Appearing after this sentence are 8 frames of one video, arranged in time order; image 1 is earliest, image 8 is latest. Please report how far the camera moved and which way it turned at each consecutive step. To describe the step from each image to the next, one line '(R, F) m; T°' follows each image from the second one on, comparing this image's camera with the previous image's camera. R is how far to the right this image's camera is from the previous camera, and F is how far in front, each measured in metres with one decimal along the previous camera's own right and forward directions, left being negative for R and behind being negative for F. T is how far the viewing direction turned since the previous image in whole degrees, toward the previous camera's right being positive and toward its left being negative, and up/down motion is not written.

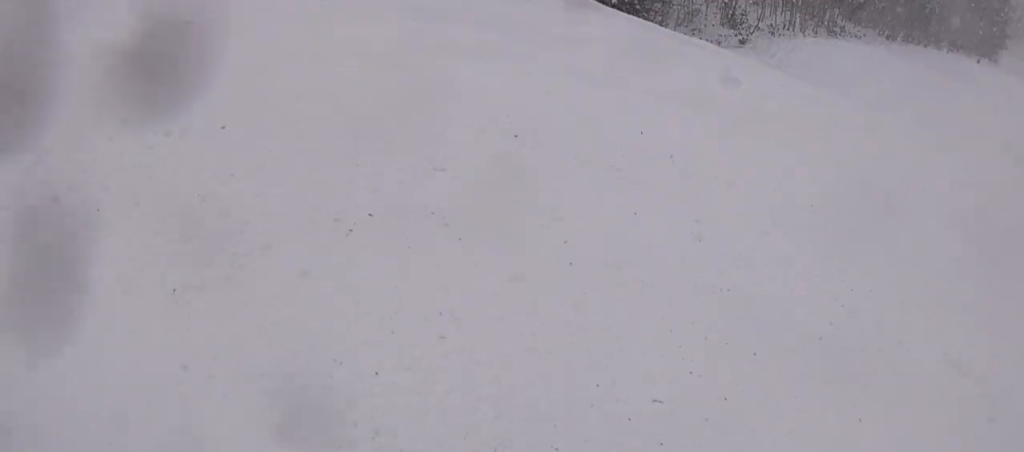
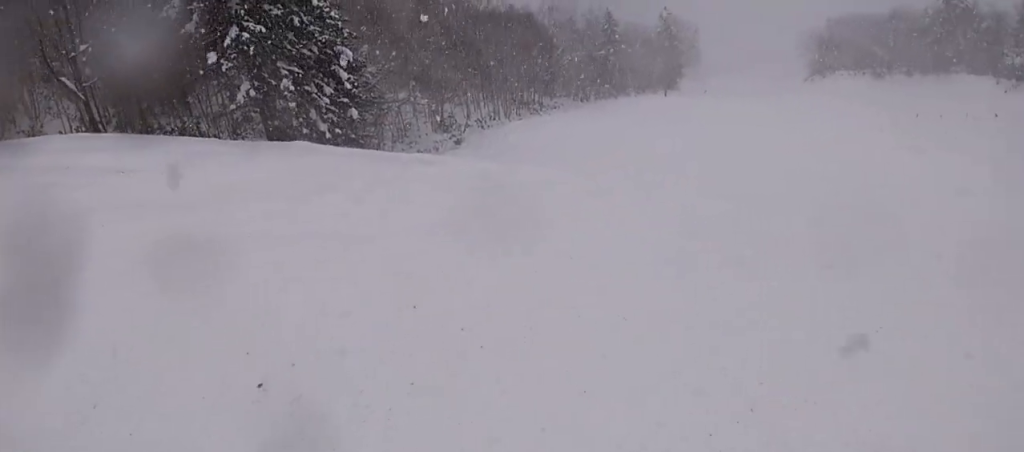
(+0.6, +2.3) m; +29°
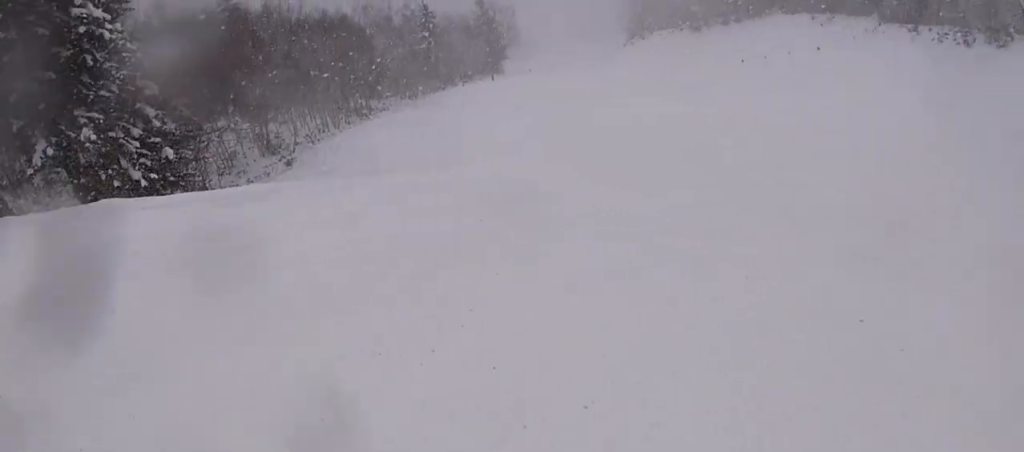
(+0.3, +2.4) m; +32°
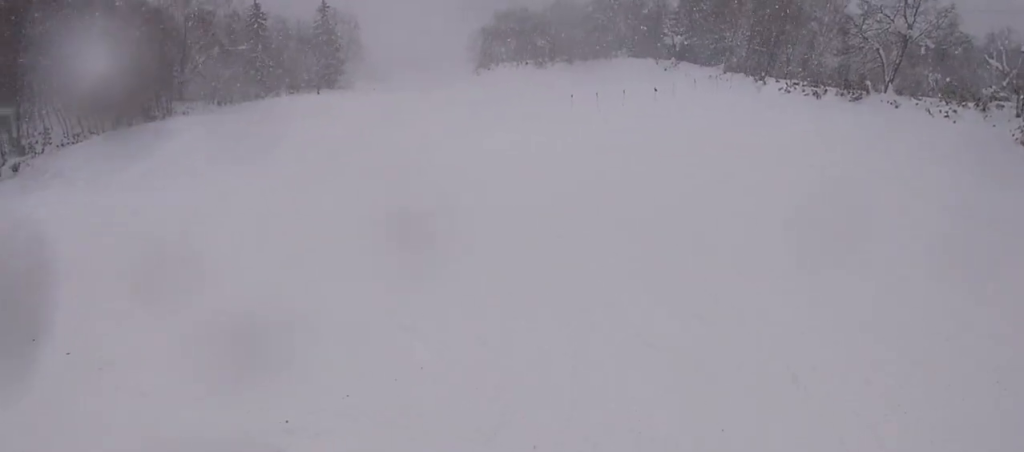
(+4.4, +7.8) m; 0°
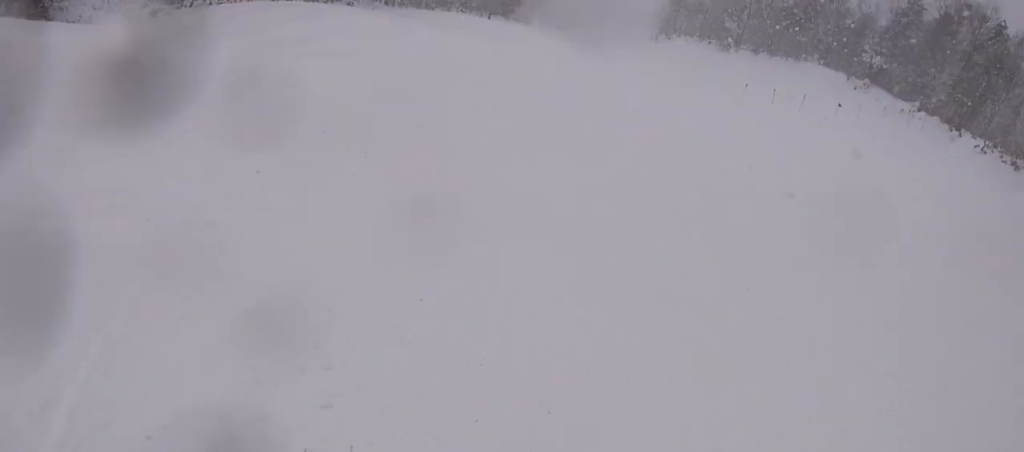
(-0.3, +2.9) m; -33°
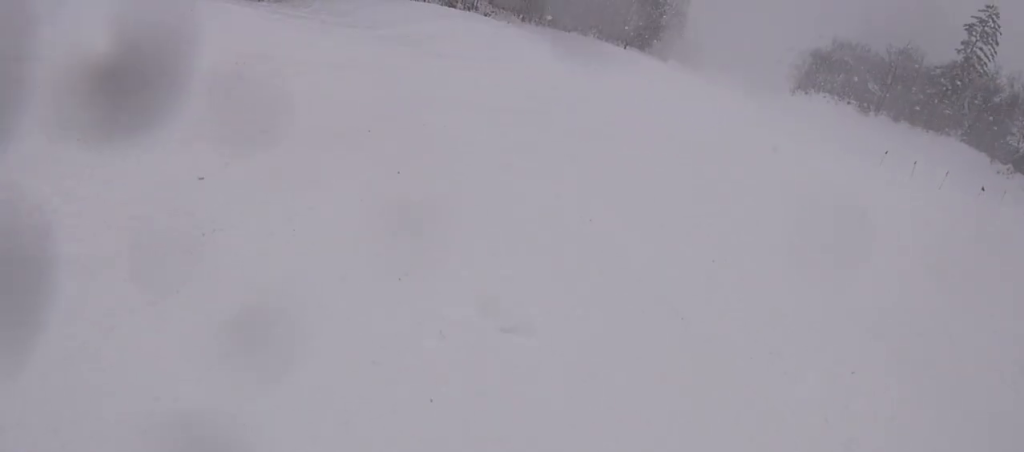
(-1.1, +1.8) m; -5°
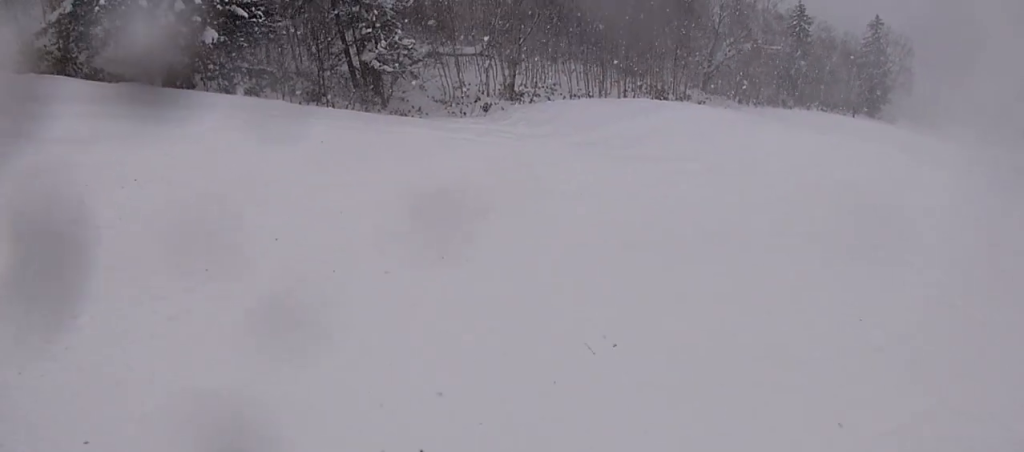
(-0.6, +4.4) m; +6°
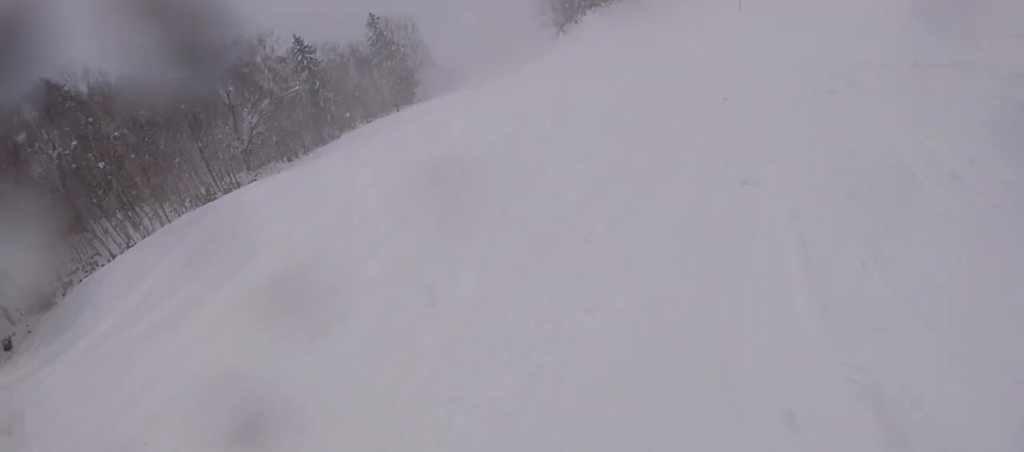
(+2.5, +7.2) m; +29°
